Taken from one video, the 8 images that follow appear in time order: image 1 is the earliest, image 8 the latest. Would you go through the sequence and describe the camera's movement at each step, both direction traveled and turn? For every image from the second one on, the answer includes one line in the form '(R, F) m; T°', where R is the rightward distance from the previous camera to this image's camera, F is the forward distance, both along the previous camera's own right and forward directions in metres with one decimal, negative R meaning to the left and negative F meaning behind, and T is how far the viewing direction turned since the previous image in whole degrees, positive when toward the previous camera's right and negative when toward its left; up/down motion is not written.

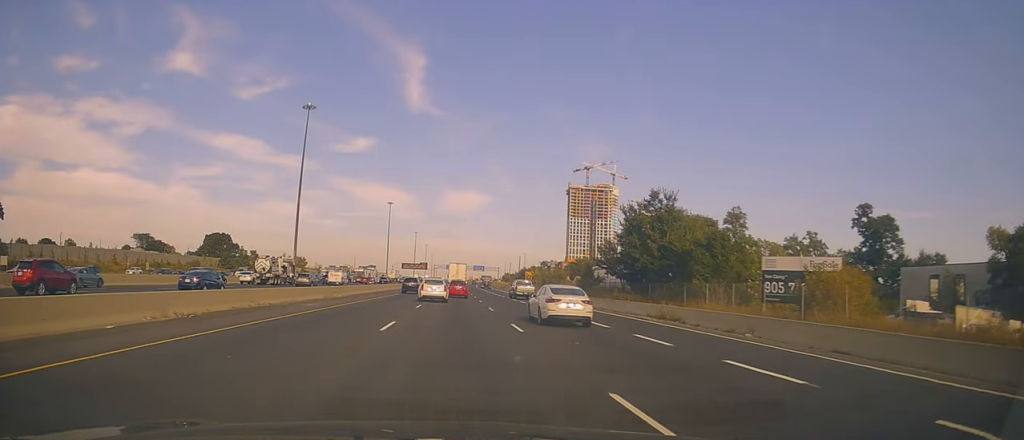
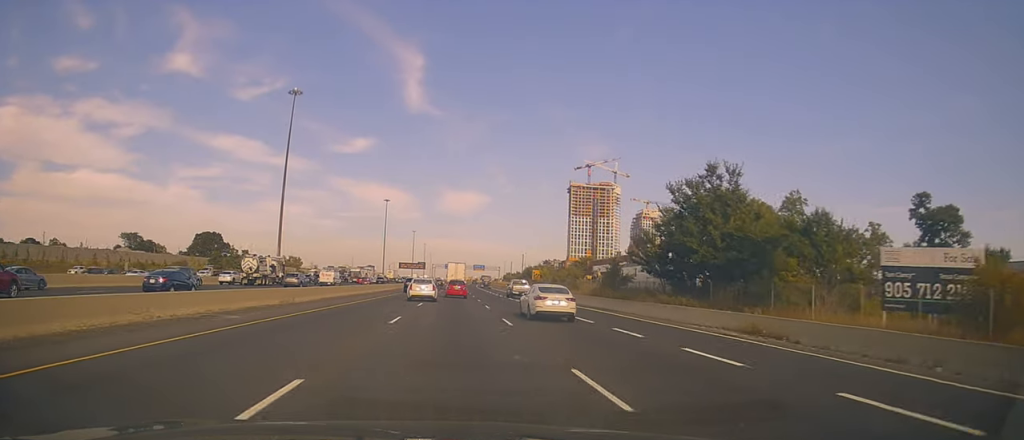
(-0.1, +9.9) m; -1°
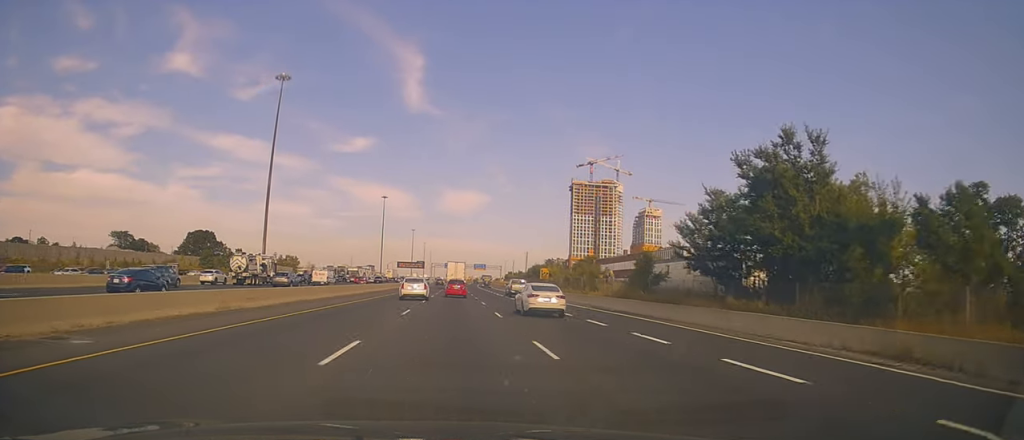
(0.0, +8.1) m; 0°
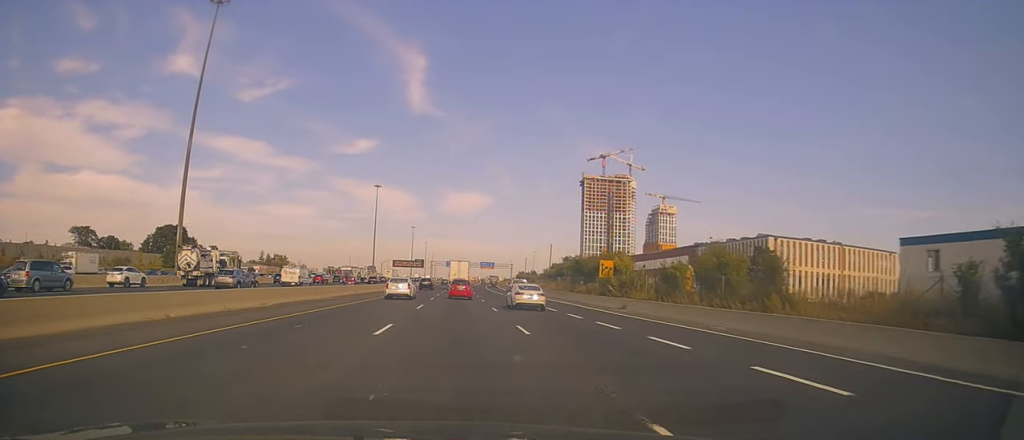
(+0.1, +31.1) m; +1°
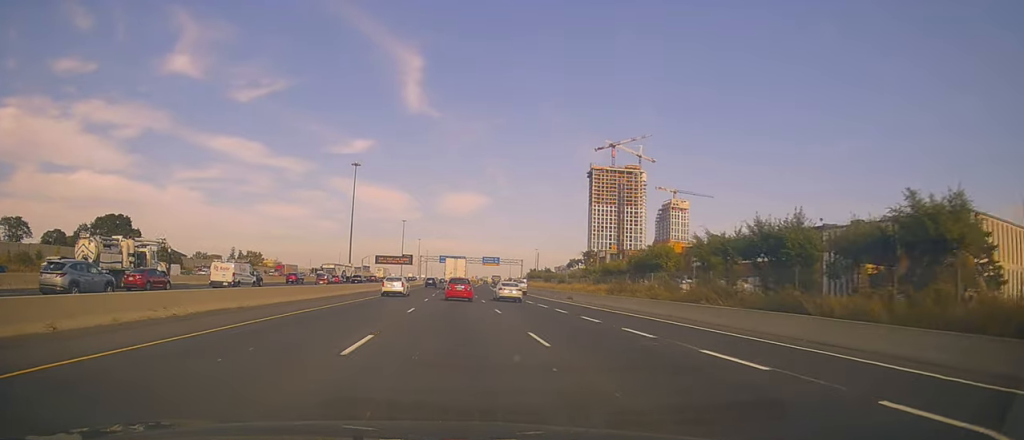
(+0.2, +41.2) m; 0°
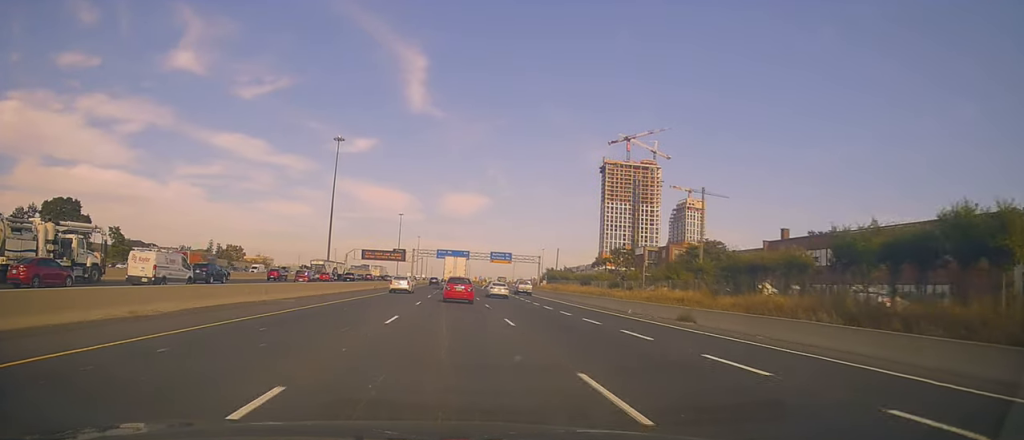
(-0.2, +32.0) m; 0°
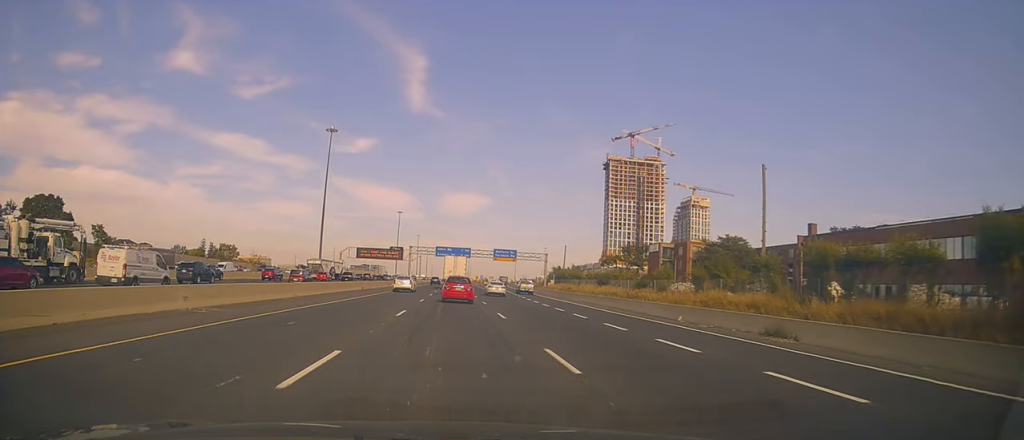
(0.0, +9.6) m; 0°
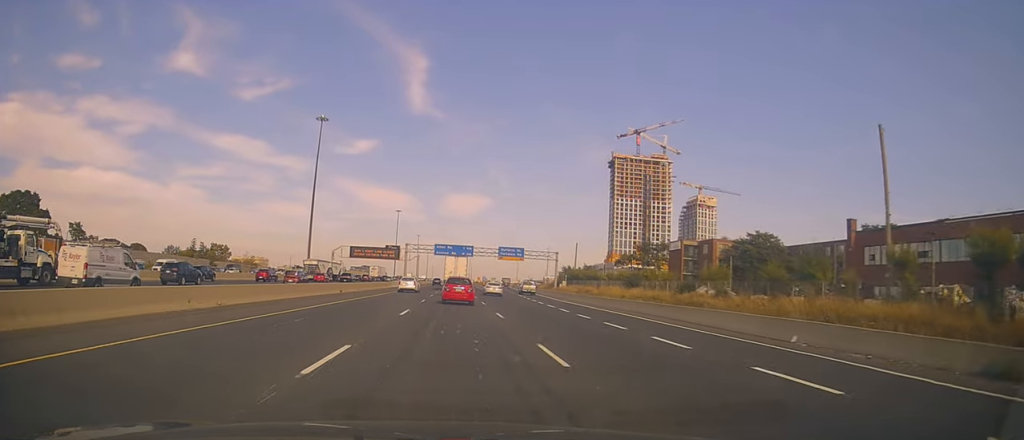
(0.0, +12.0) m; 0°
